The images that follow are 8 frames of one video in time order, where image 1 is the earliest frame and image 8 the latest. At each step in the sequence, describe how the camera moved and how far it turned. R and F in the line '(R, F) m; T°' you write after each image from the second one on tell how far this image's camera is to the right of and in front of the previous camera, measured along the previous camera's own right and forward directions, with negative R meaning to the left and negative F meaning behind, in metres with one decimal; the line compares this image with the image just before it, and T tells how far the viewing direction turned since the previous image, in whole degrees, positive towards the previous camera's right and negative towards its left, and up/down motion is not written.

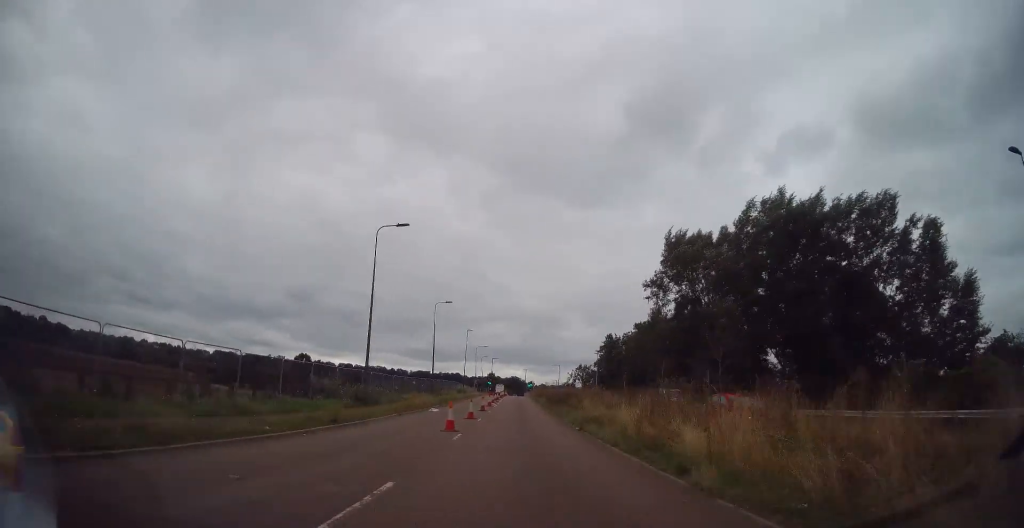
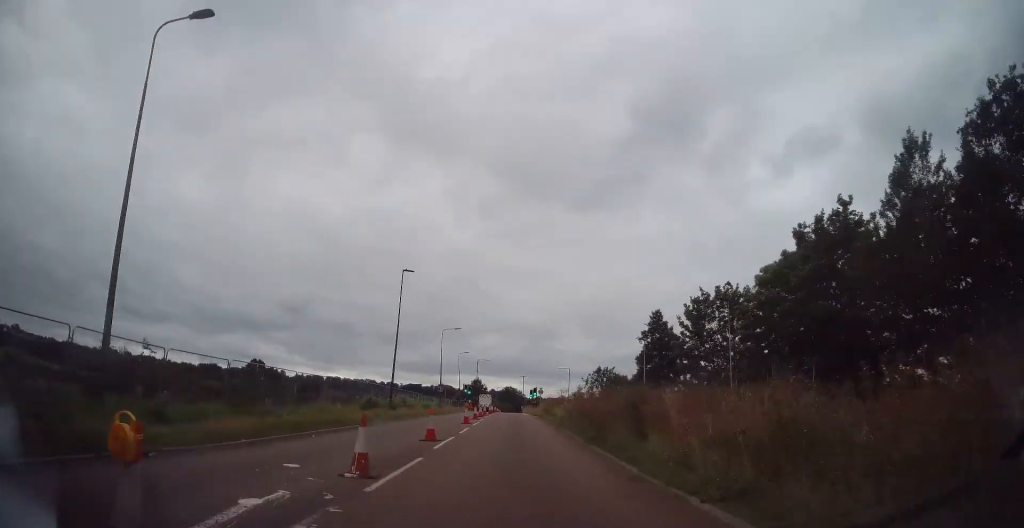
(+0.5, +47.9) m; +1°
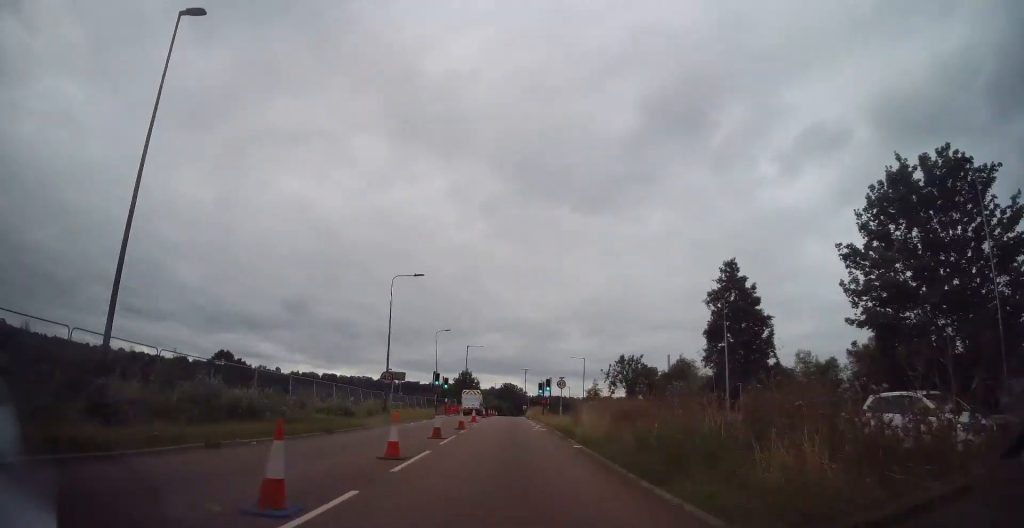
(+0.1, +29.1) m; 0°
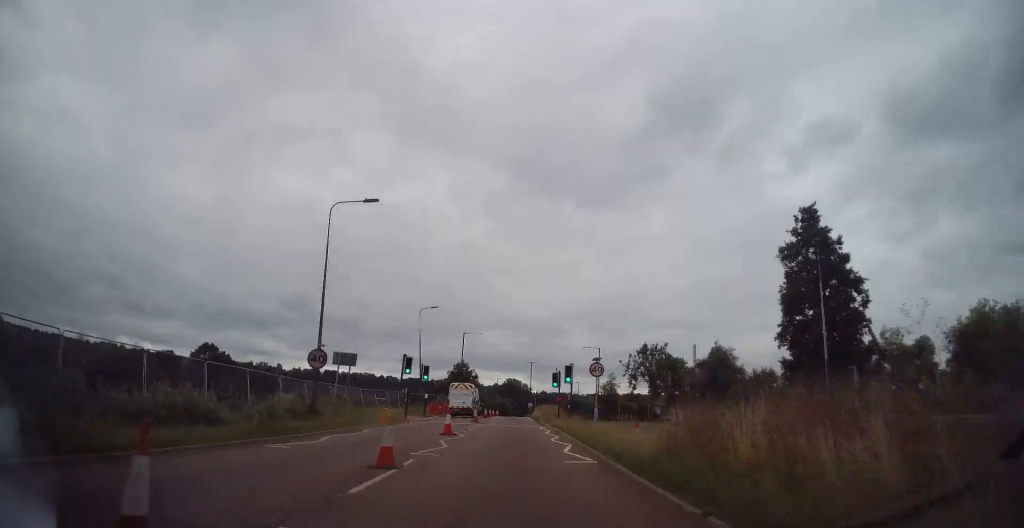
(+0.1, +14.6) m; 0°
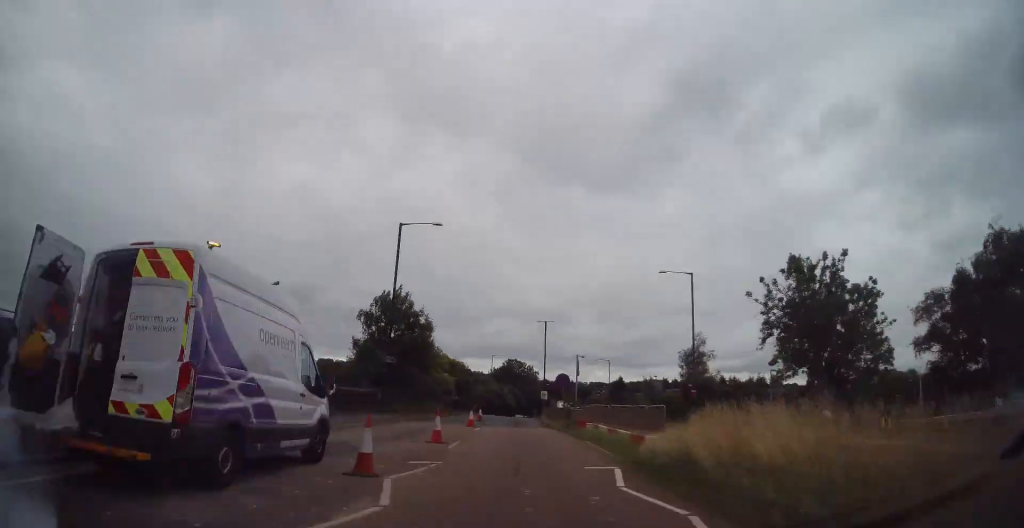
(-0.1, +46.6) m; -1°
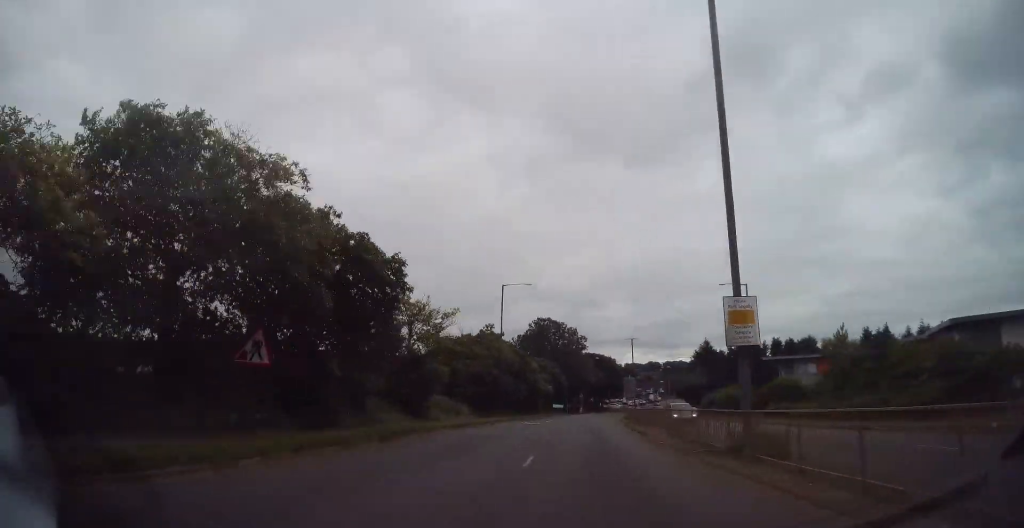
(-0.5, +54.6) m; +1°
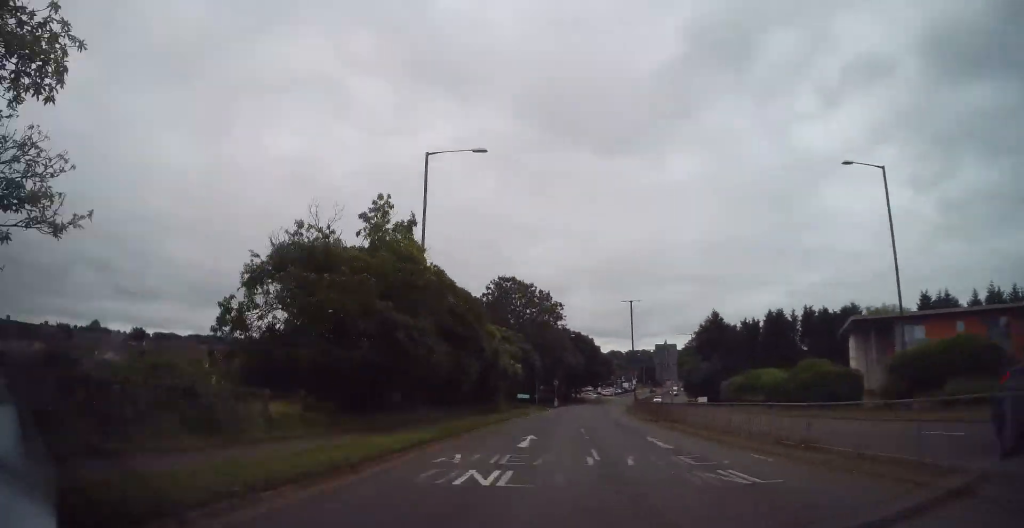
(+0.2, +26.5) m; +3°
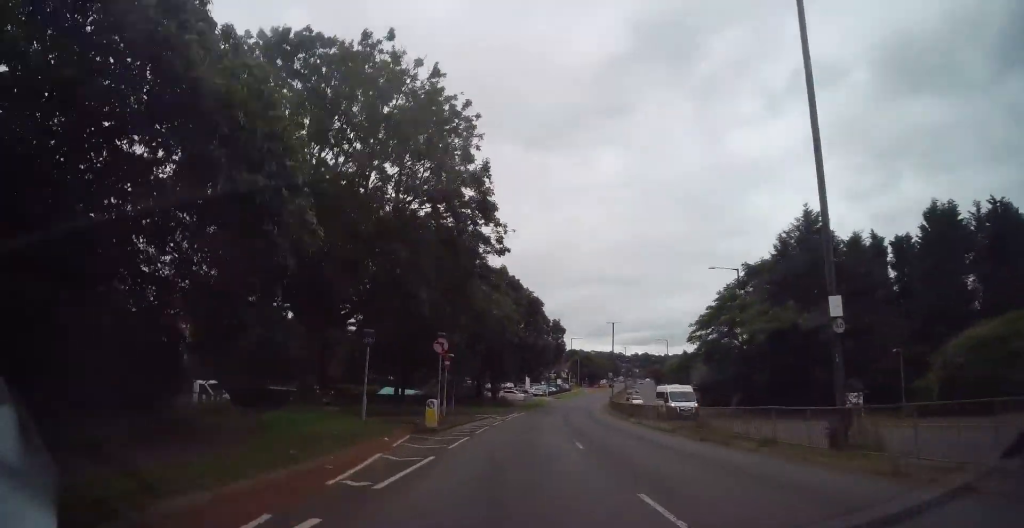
(+4.3, +53.9) m; +8°
